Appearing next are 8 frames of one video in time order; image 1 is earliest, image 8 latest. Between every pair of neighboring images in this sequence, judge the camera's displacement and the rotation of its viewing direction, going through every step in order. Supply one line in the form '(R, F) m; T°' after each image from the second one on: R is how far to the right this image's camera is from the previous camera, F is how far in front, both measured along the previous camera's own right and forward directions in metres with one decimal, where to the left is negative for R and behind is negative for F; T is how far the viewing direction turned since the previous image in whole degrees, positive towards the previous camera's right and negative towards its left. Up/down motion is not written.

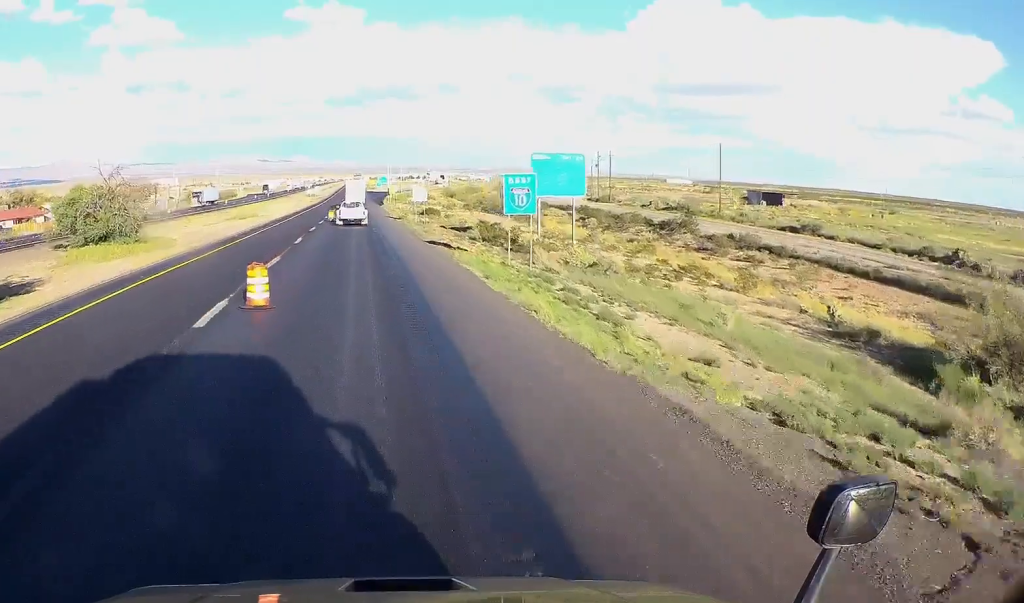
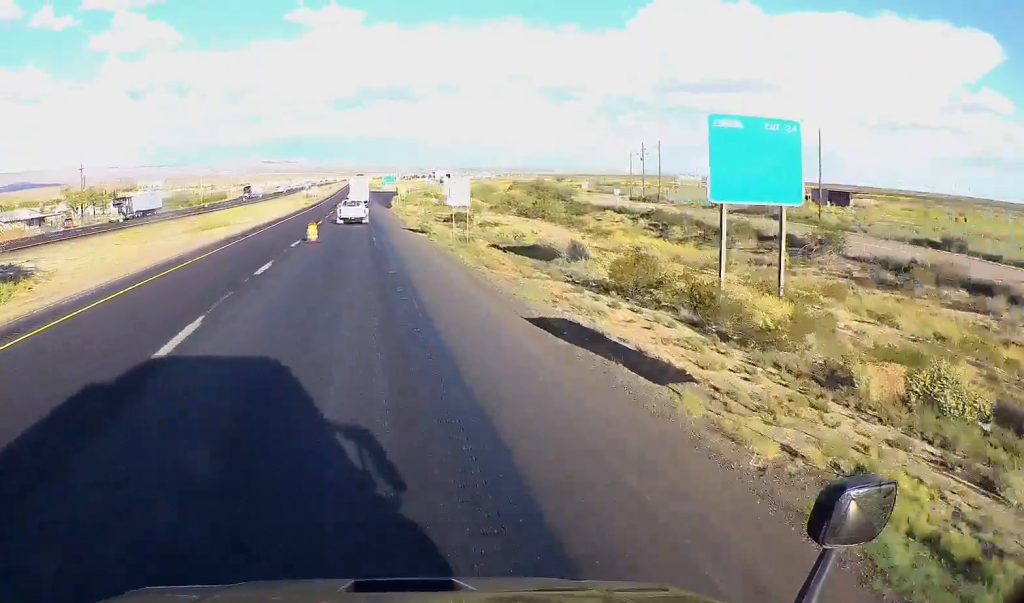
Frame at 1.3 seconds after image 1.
(0.0, +27.3) m; 0°
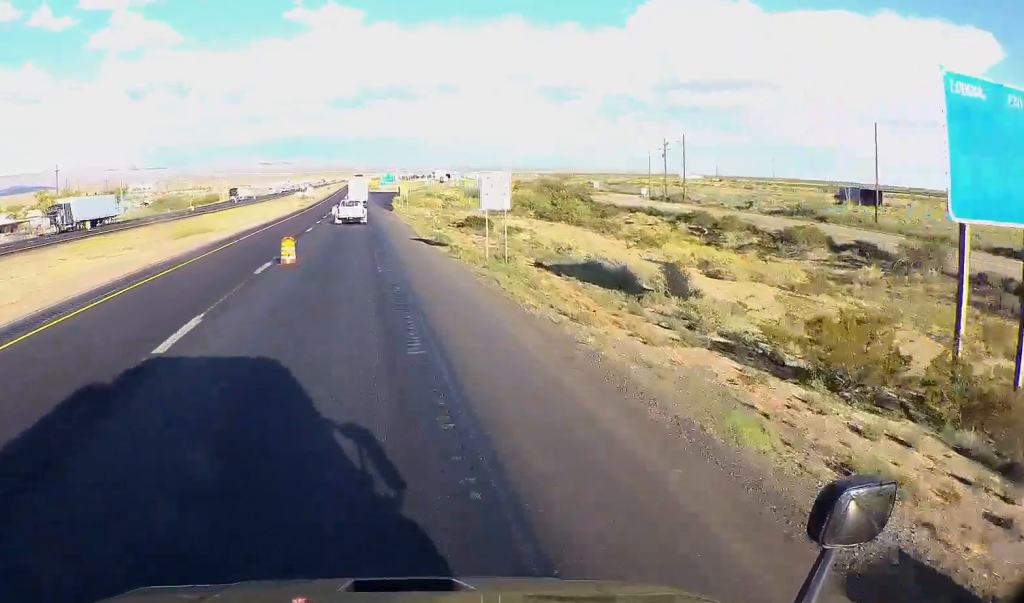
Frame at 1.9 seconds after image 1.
(-0.1, +12.0) m; 0°
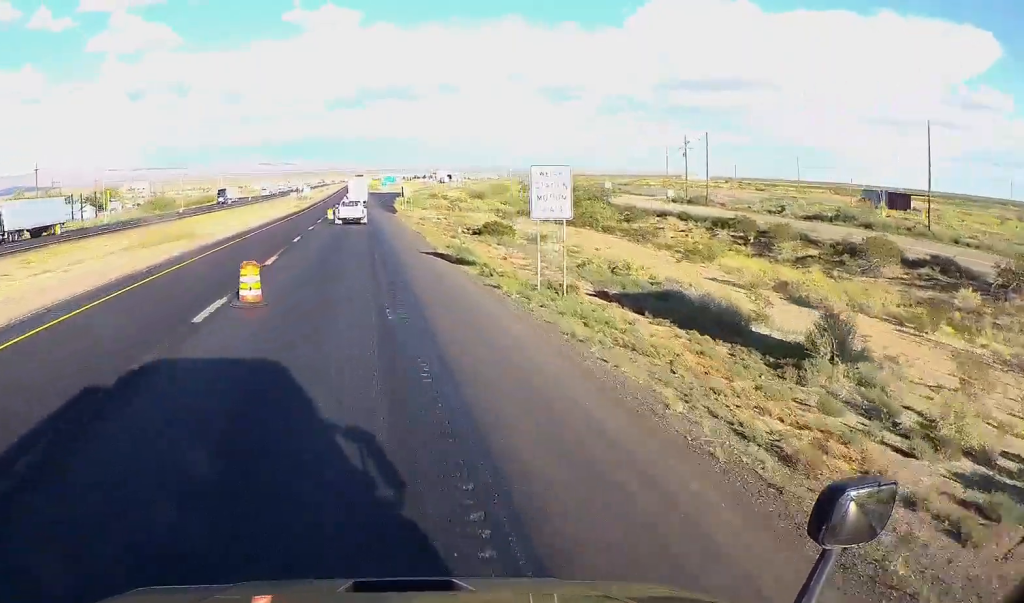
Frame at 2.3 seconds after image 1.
(0.0, +9.3) m; 0°
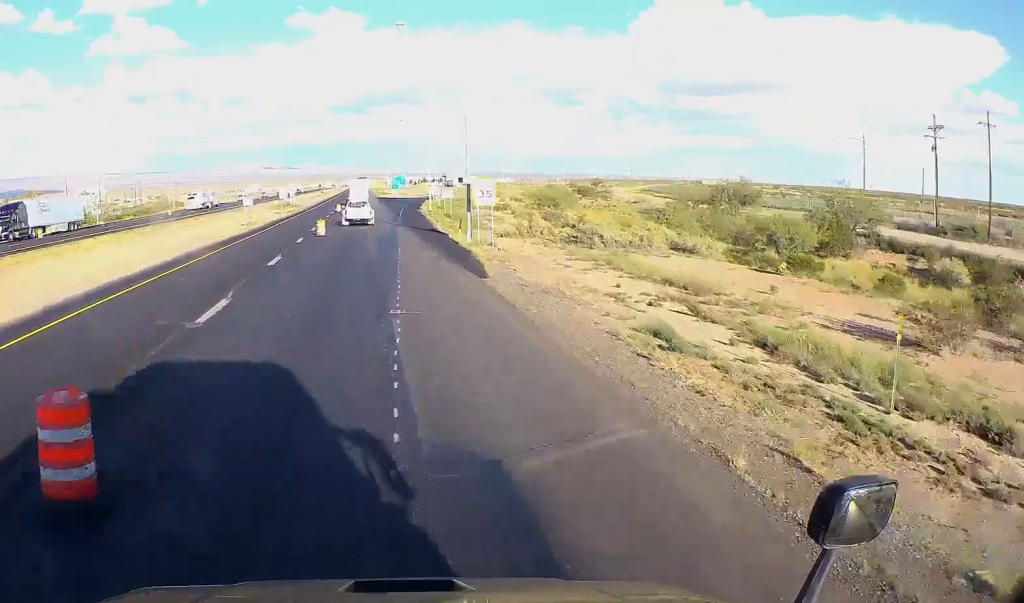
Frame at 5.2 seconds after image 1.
(+0.2, +61.8) m; +1°
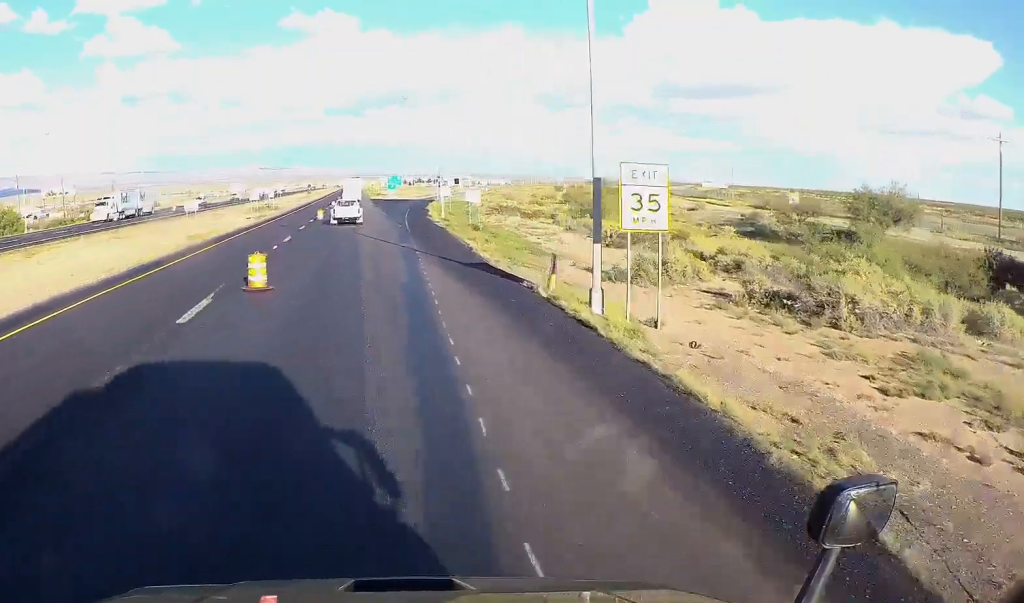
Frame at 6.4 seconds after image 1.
(0.0, +24.8) m; +1°
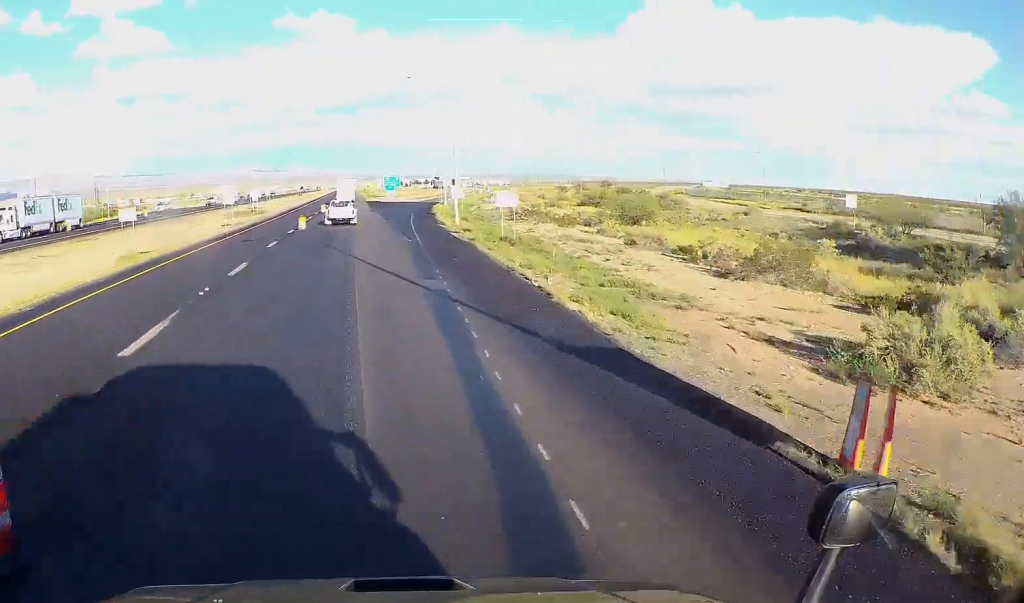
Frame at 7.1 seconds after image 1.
(+0.1, +15.4) m; 0°
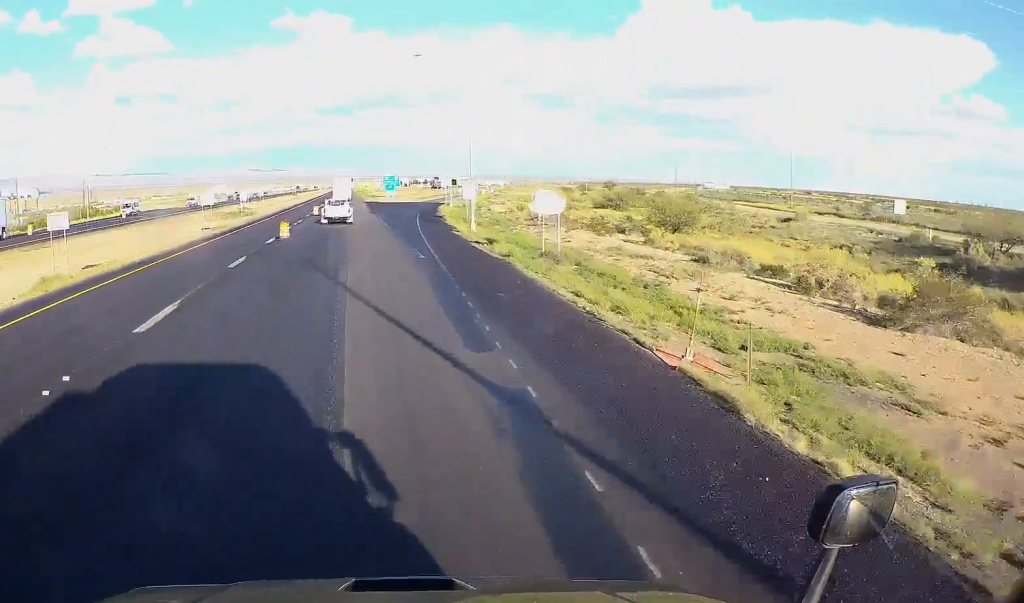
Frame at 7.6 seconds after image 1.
(0.0, +10.4) m; 0°
